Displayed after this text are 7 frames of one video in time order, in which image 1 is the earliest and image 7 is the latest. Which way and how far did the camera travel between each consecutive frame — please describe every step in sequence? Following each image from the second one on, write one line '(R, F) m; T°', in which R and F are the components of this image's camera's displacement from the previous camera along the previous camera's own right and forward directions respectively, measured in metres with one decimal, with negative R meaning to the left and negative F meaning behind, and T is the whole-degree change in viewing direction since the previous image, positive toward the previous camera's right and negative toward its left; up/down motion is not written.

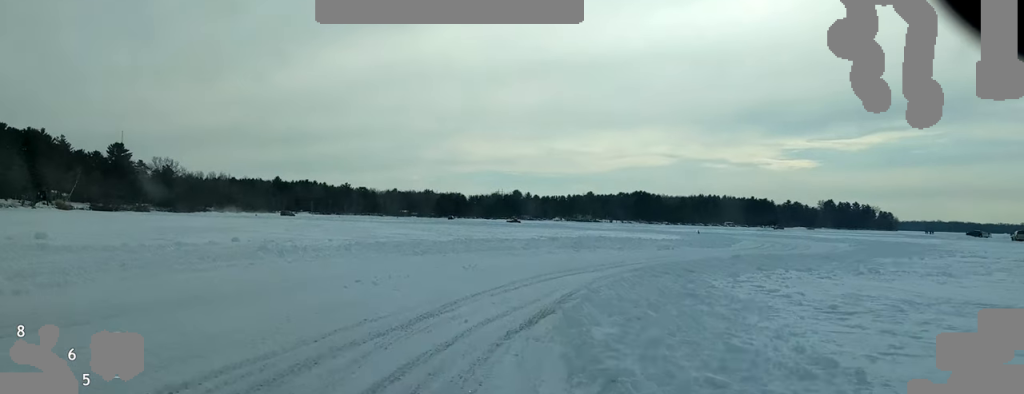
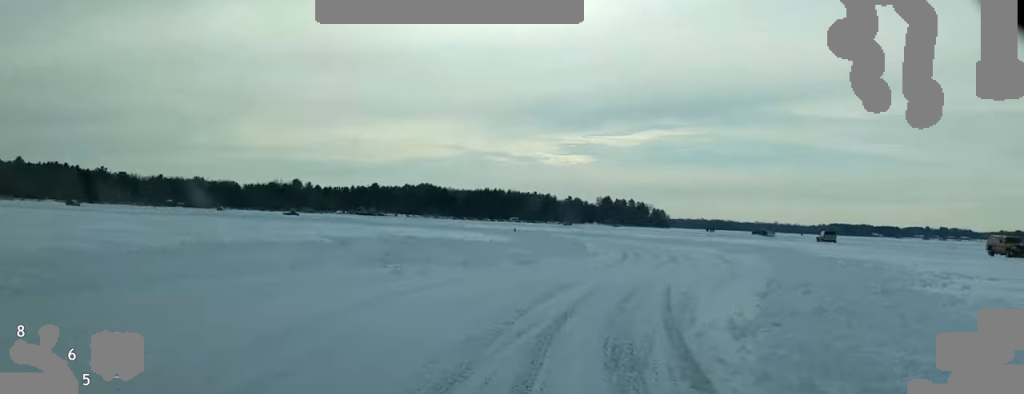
(+1.8, +18.7) m; +12°
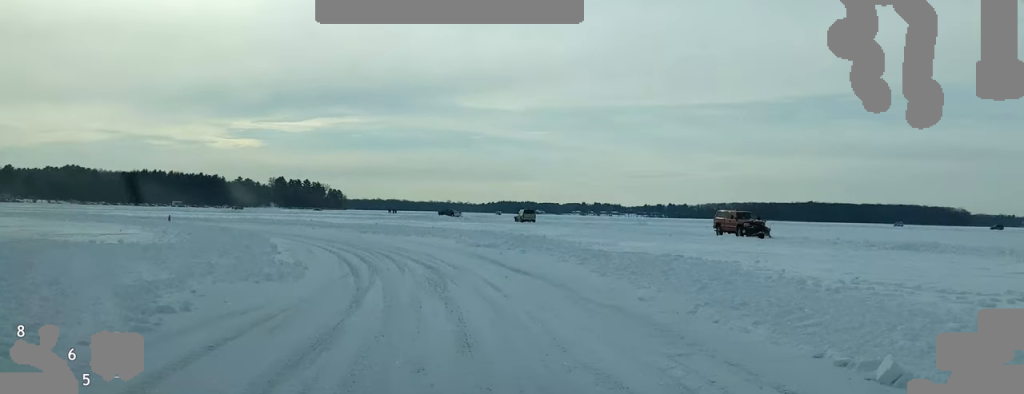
(+1.7, +17.8) m; +8°
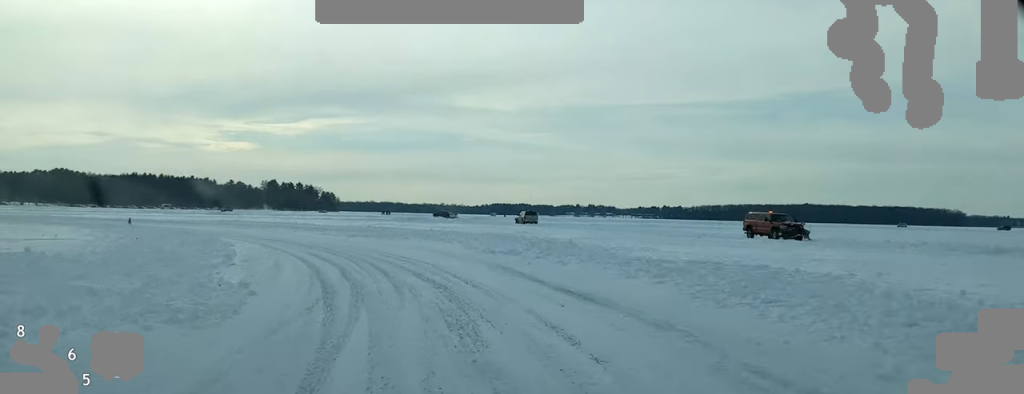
(+0.2, +8.9) m; 0°
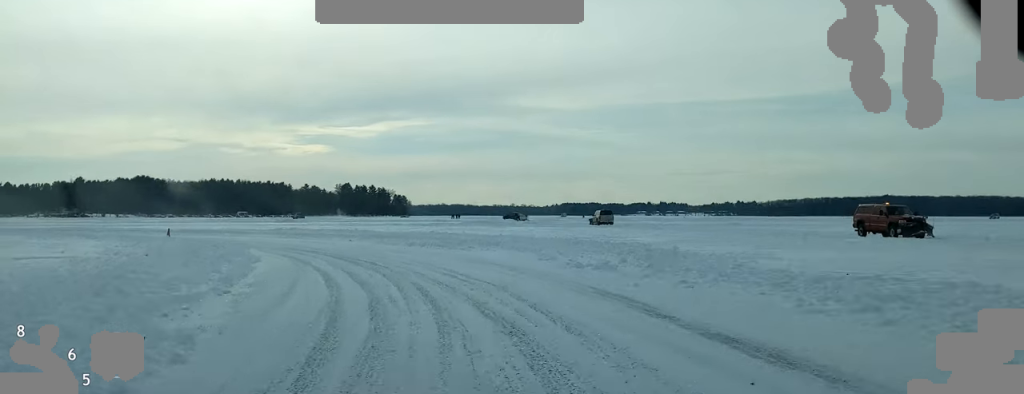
(+0.2, +7.1) m; -1°
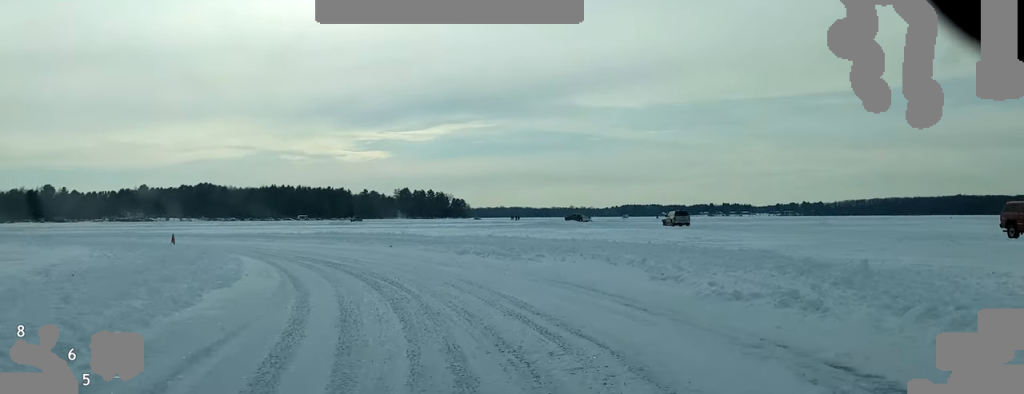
(-0.3, +10.4) m; -4°
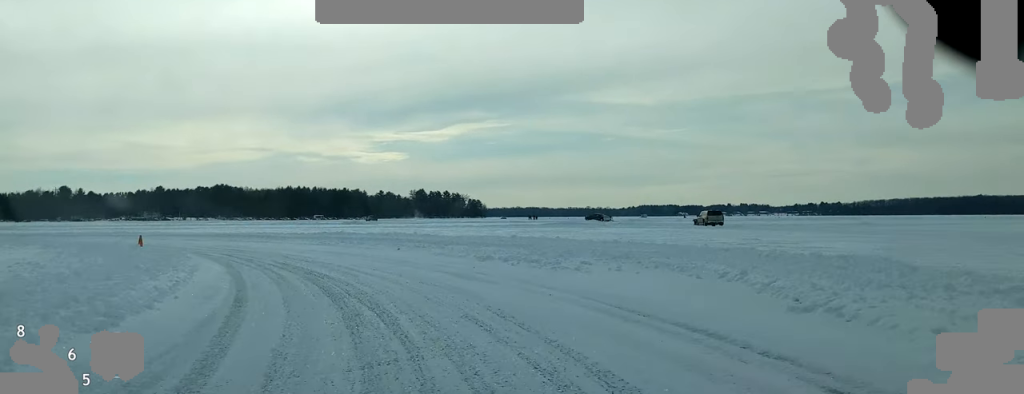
(+0.1, +6.9) m; -3°
